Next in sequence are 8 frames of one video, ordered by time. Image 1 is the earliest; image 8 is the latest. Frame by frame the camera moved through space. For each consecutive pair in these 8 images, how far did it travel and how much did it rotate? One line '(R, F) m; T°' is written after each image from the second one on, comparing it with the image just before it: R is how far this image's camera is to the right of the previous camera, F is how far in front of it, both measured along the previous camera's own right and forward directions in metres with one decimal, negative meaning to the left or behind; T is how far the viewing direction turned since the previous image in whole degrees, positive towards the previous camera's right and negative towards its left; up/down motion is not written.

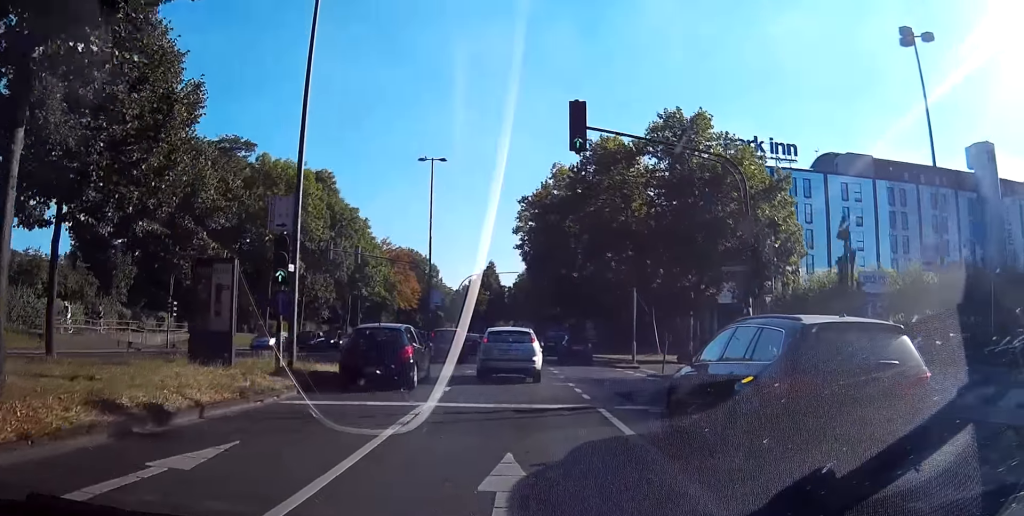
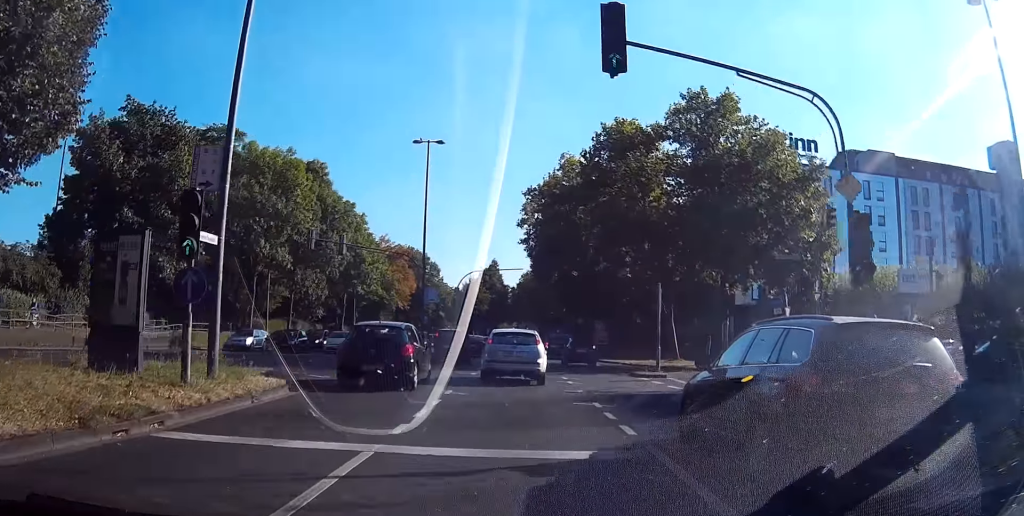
(+0.1, +5.8) m; +1°
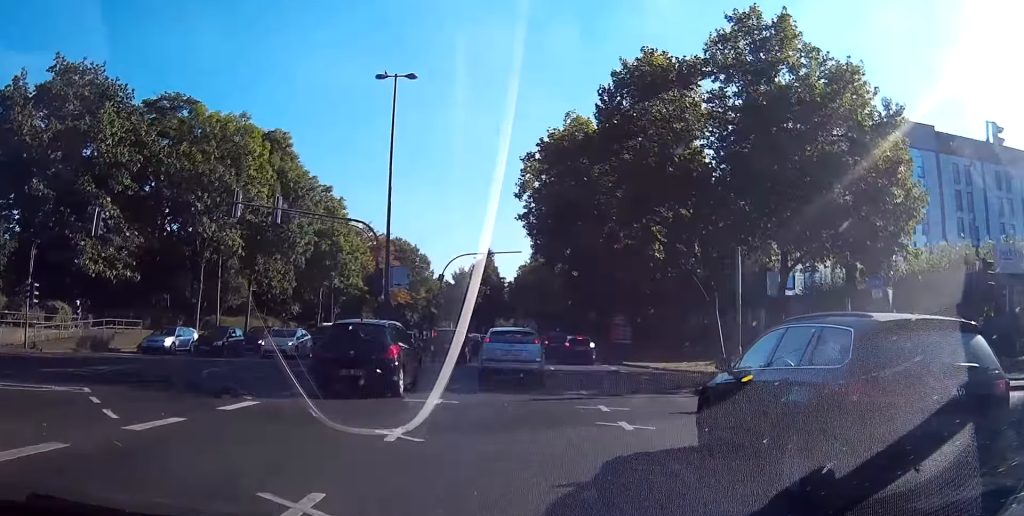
(0.0, +12.3) m; 0°
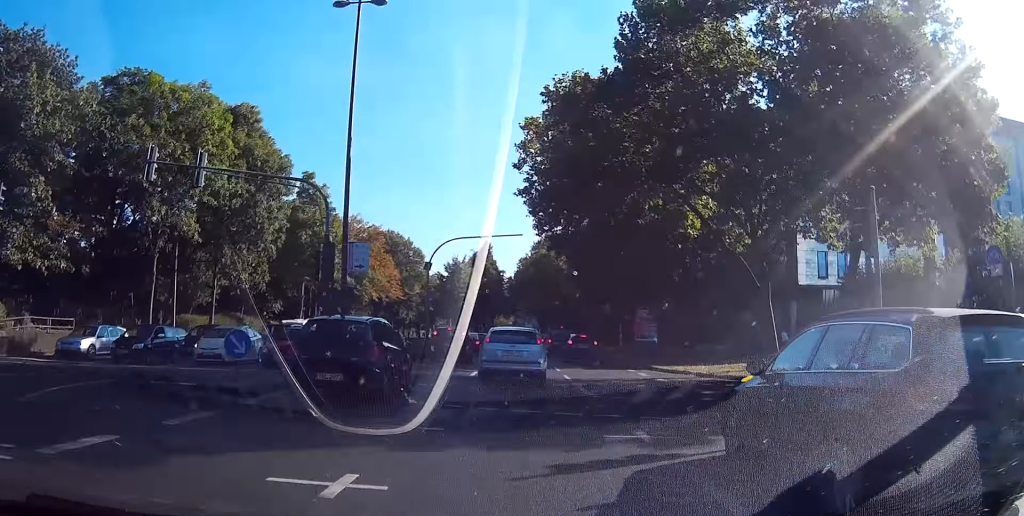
(0.0, +7.9) m; -1°
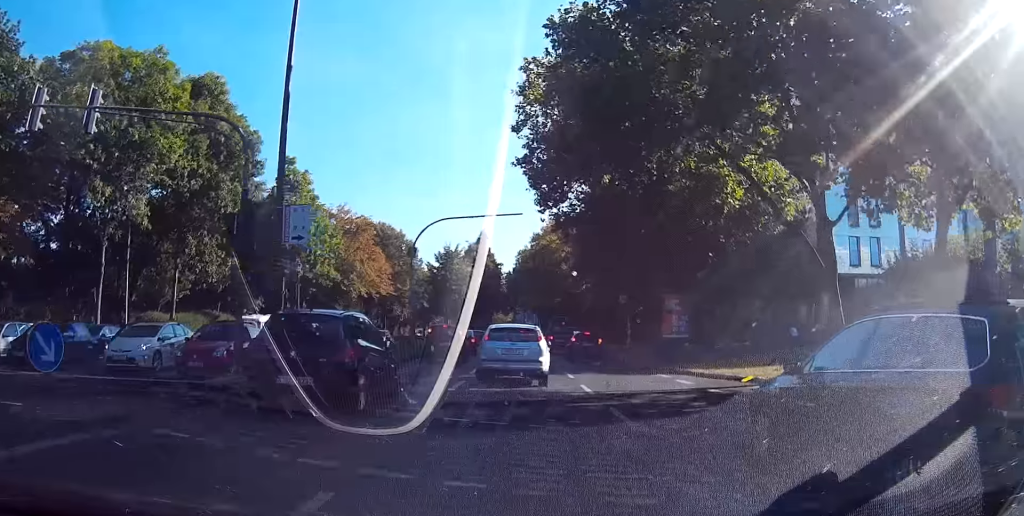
(-0.1, +6.2) m; -1°
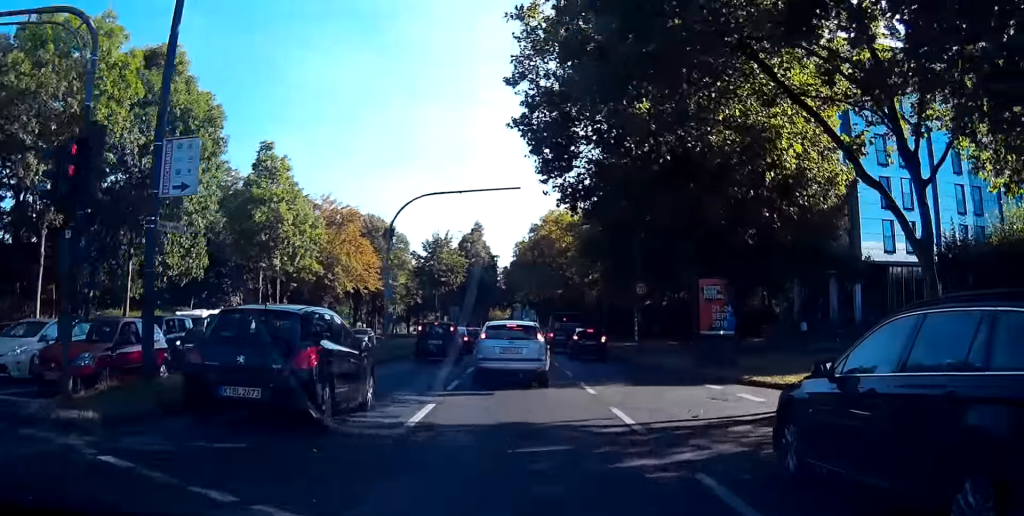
(0.0, +5.6) m; -1°
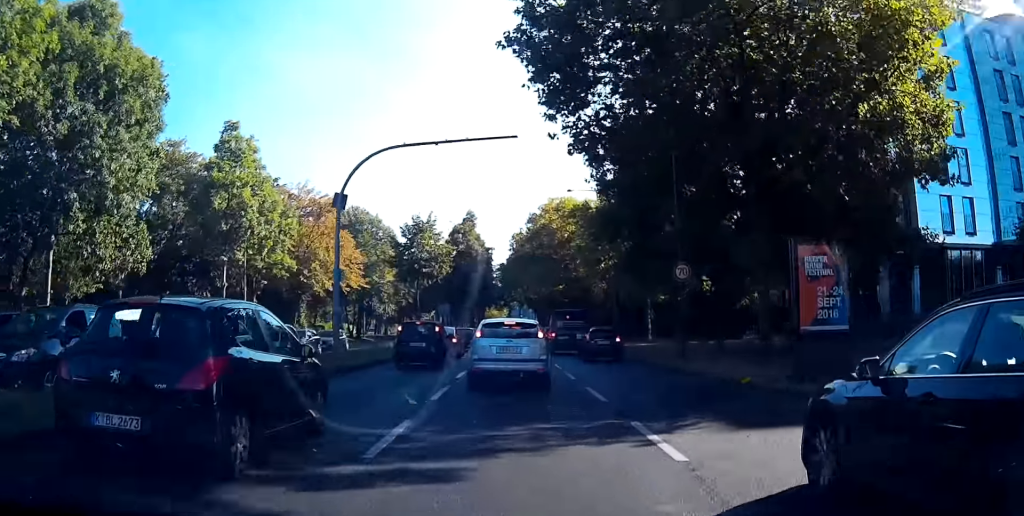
(0.0, +6.8) m; -1°
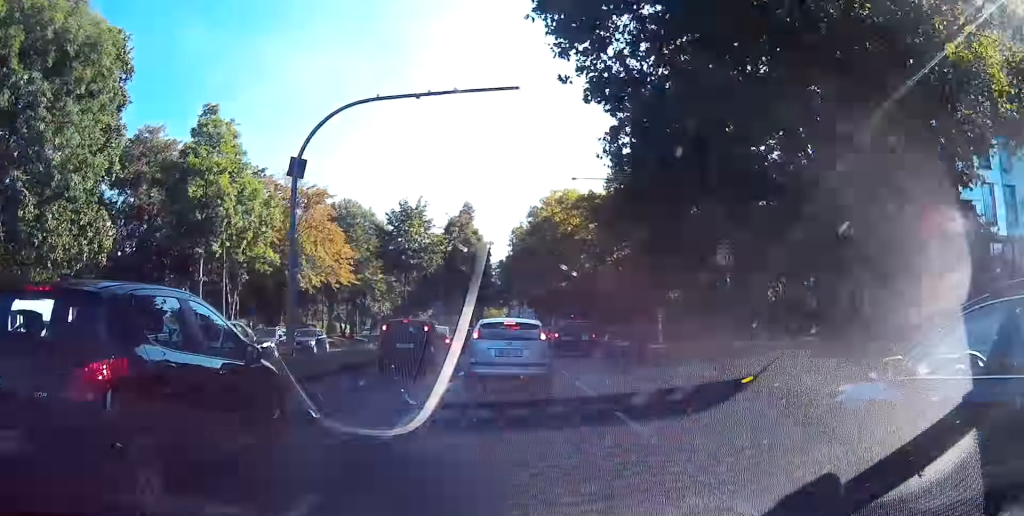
(-0.1, +3.2) m; -1°
